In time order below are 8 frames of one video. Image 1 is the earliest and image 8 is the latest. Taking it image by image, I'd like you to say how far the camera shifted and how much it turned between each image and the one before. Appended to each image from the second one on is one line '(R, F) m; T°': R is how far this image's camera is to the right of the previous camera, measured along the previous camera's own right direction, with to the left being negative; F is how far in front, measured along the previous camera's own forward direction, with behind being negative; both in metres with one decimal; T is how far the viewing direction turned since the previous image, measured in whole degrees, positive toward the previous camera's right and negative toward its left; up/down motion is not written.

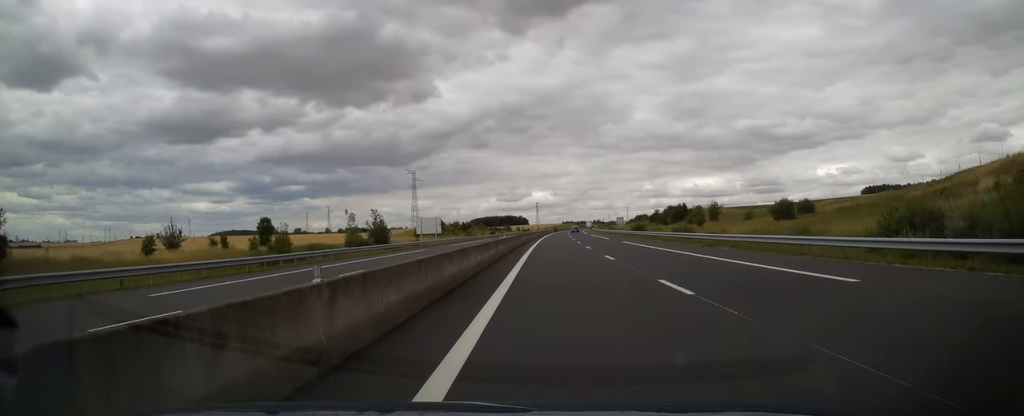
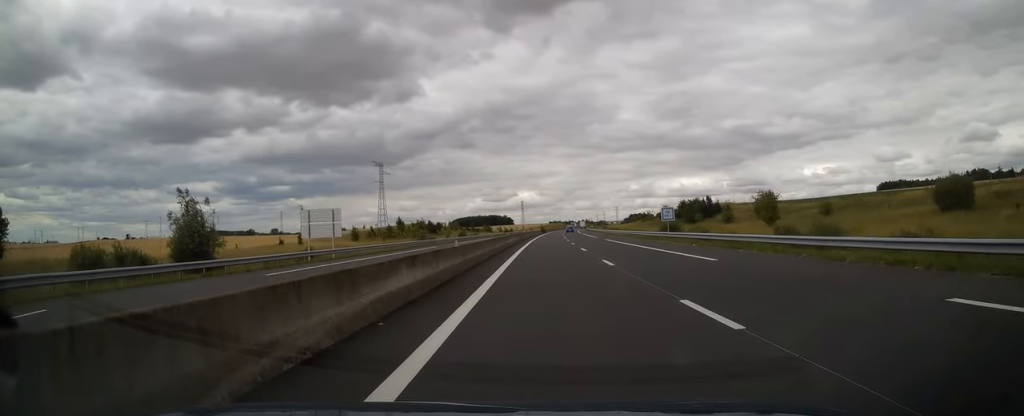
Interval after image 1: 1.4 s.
(+0.2, +42.8) m; +1°
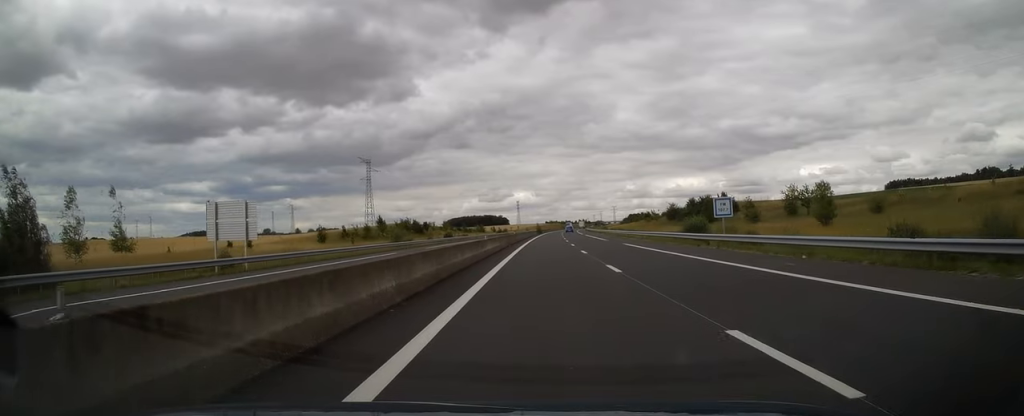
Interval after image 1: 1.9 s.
(0.0, +16.1) m; +1°
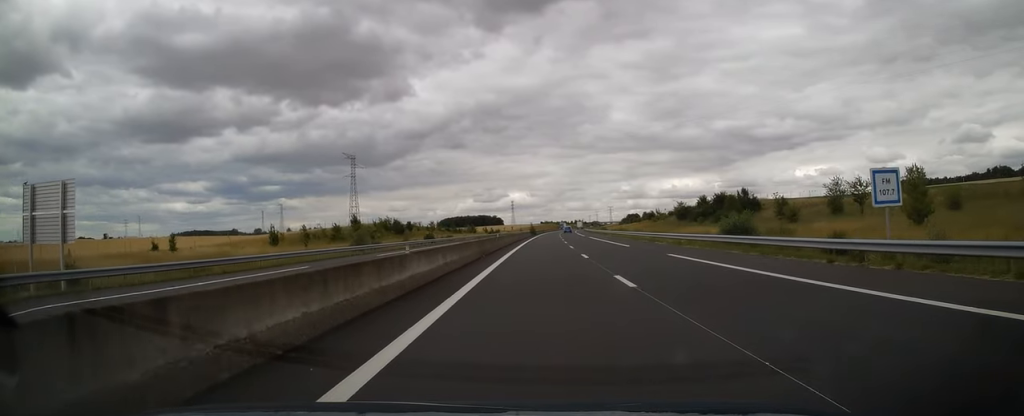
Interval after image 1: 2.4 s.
(+0.2, +16.9) m; +1°
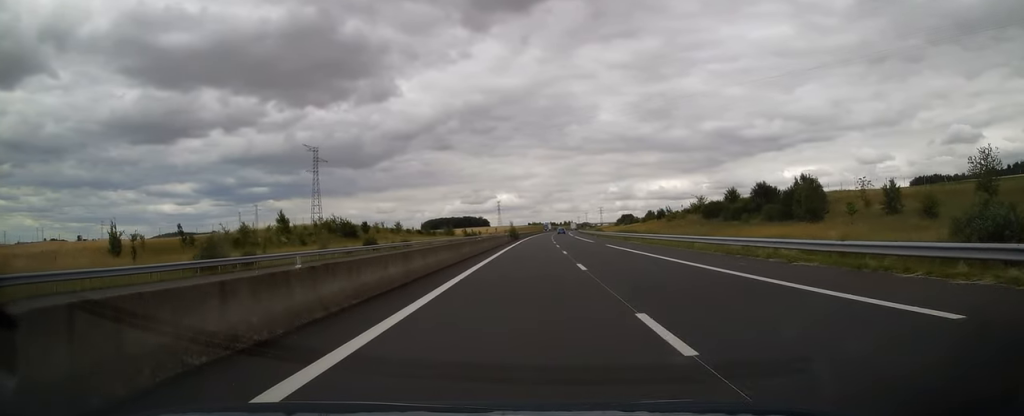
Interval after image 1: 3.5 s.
(+0.6, +33.0) m; +1°
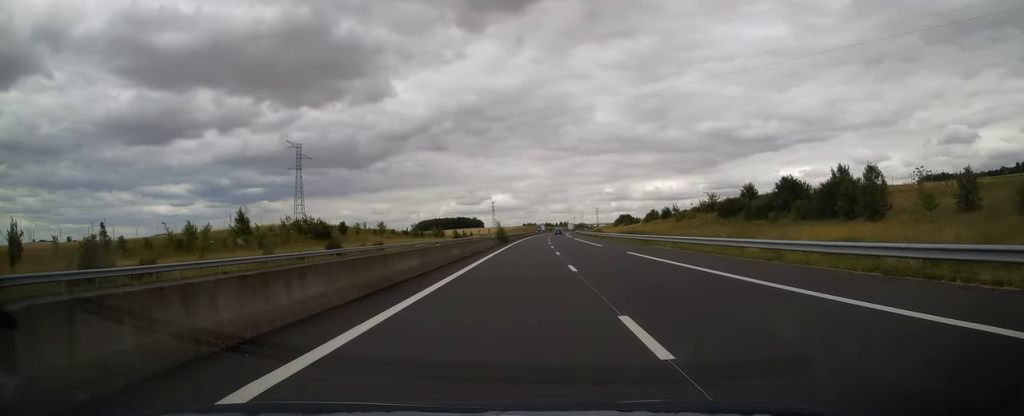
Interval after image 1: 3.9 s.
(0.0, +13.1) m; 0°
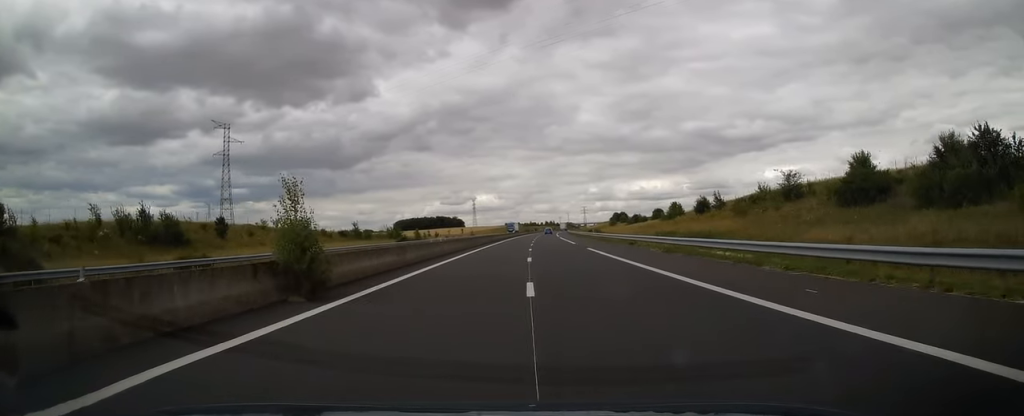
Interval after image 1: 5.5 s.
(+0.7, +45.8) m; +2°
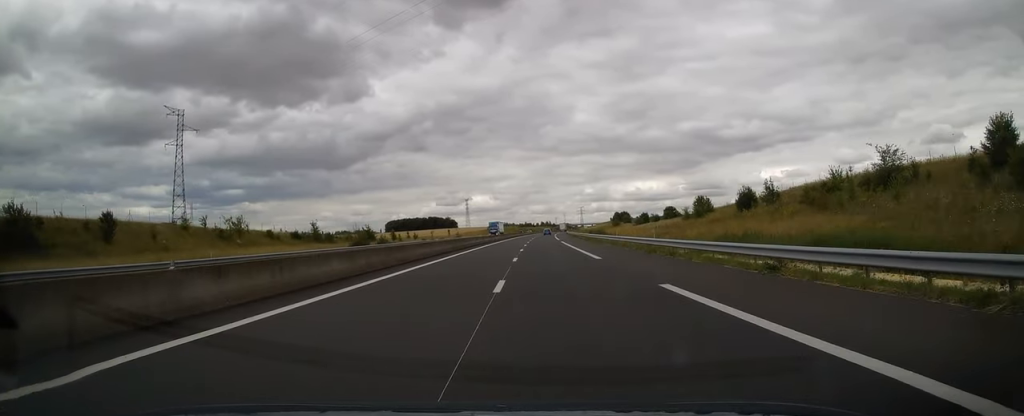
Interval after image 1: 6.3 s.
(-0.1, +24.8) m; 0°
